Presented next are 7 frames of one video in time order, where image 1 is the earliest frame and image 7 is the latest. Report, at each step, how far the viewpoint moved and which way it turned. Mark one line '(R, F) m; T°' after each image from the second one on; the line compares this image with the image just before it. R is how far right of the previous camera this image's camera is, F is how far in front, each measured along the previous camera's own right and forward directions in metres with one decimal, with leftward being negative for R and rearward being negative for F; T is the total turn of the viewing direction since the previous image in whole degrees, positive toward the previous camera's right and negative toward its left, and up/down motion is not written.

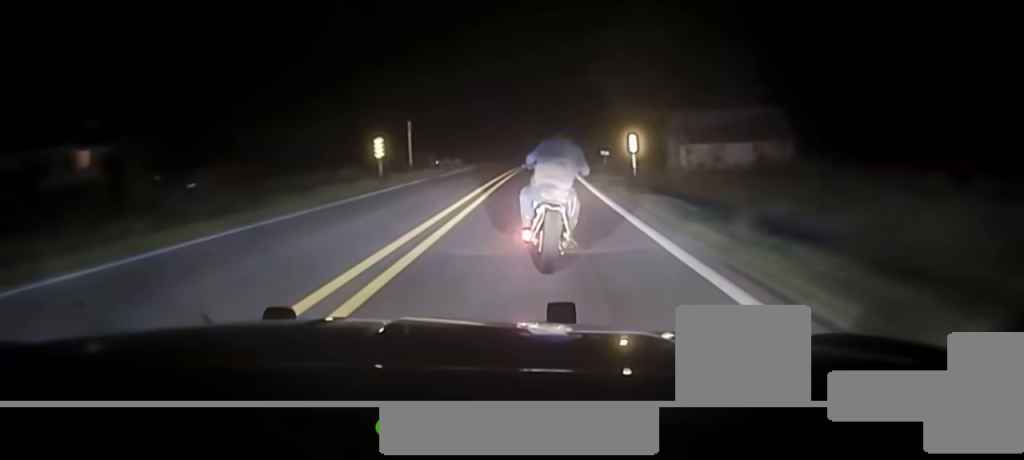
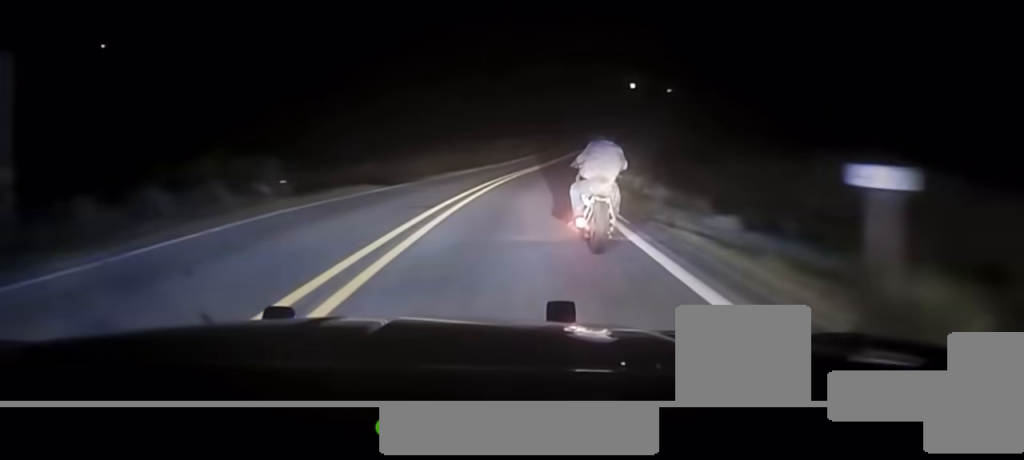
(+0.2, +46.2) m; +2°
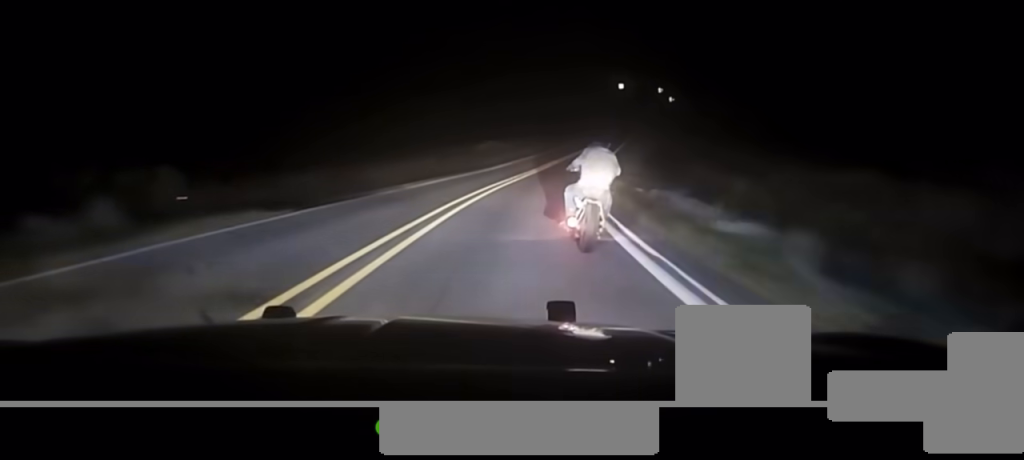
(+0.3, +12.6) m; +2°
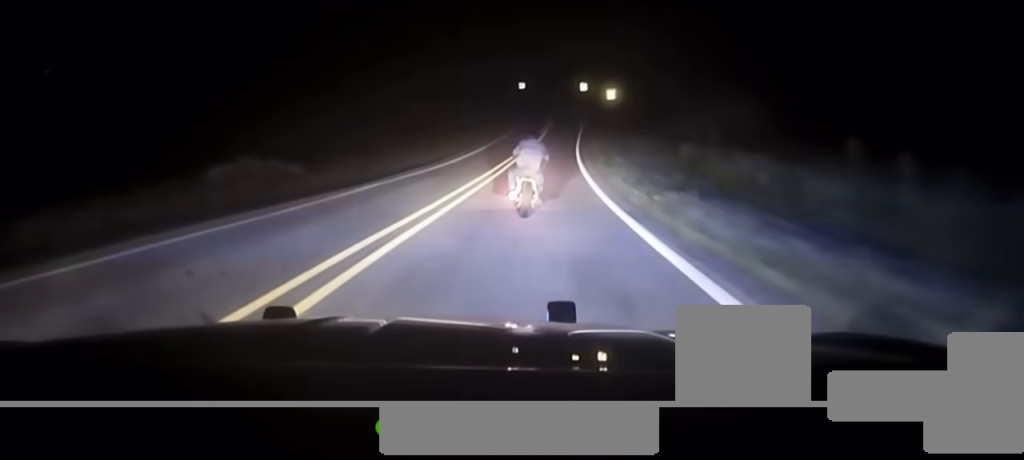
(+4.2, +57.9) m; +8°
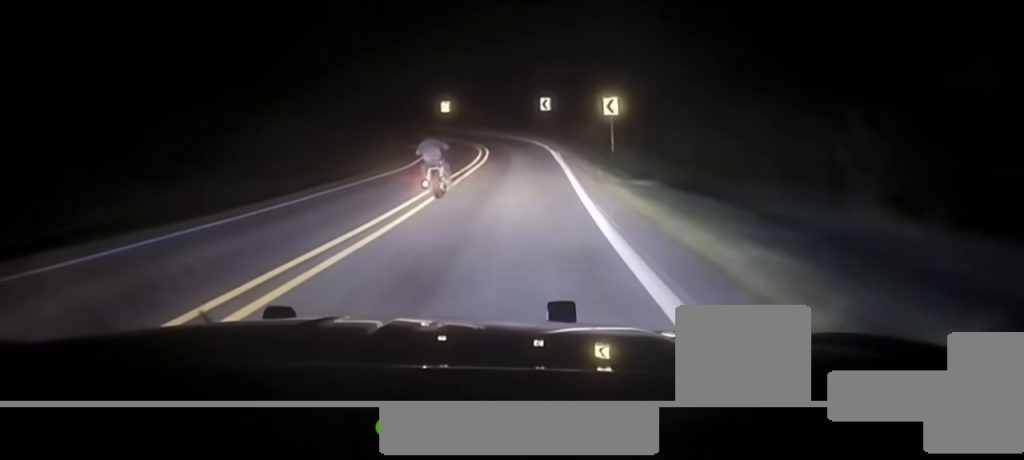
(+2.1, +50.3) m; +3°
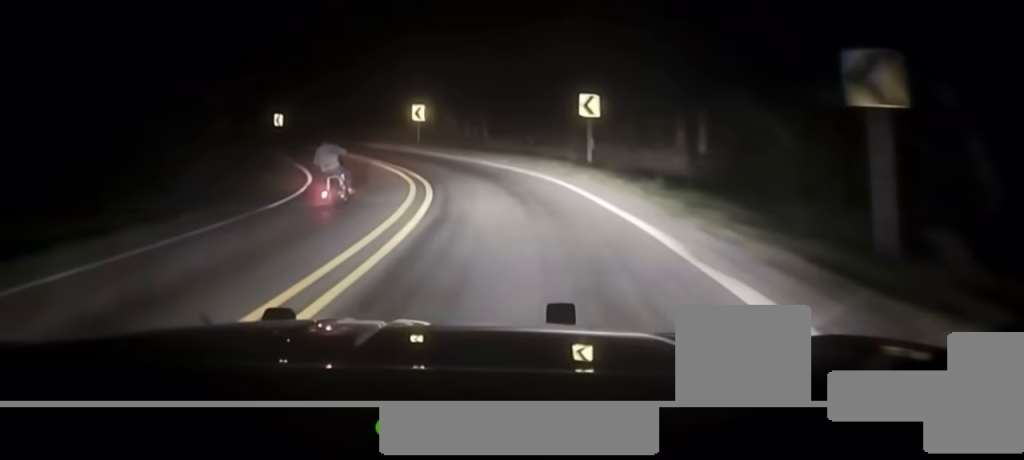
(-0.3, +37.8) m; -4°
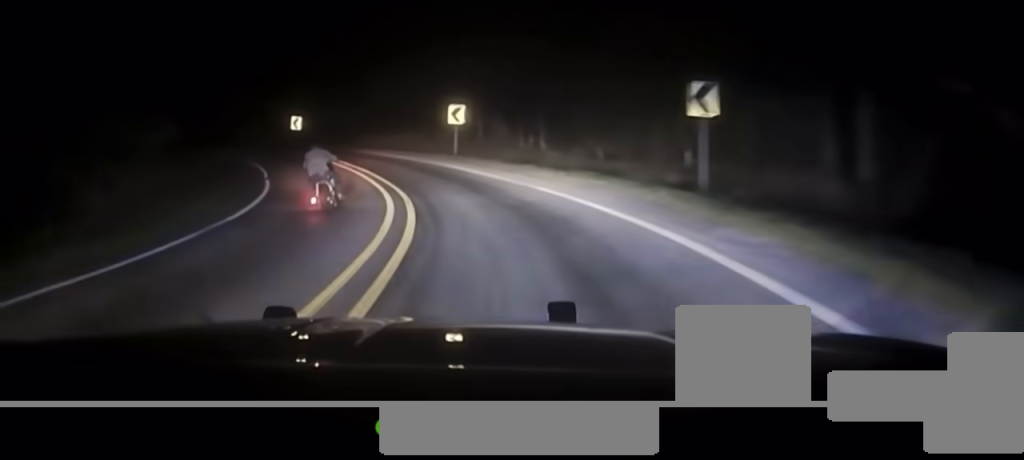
(-0.1, +14.4) m; -4°
